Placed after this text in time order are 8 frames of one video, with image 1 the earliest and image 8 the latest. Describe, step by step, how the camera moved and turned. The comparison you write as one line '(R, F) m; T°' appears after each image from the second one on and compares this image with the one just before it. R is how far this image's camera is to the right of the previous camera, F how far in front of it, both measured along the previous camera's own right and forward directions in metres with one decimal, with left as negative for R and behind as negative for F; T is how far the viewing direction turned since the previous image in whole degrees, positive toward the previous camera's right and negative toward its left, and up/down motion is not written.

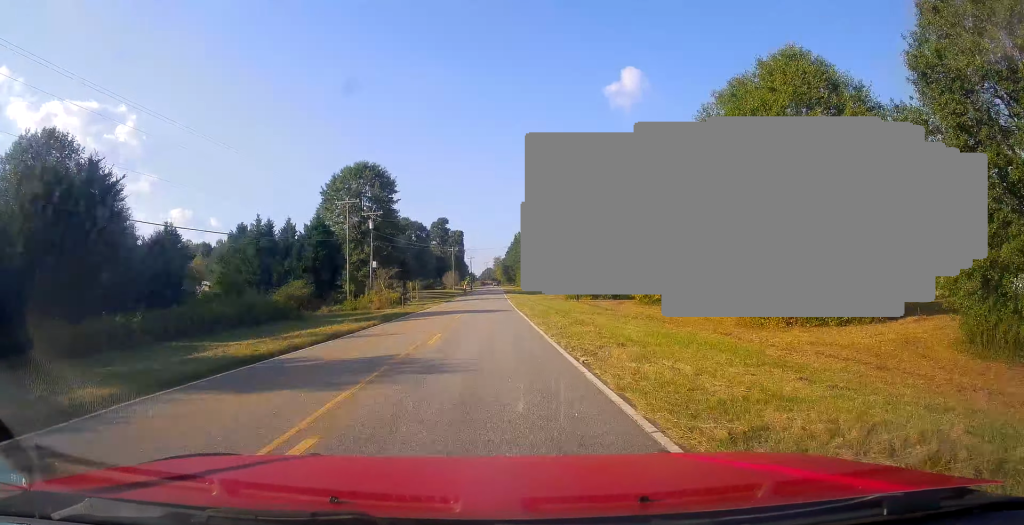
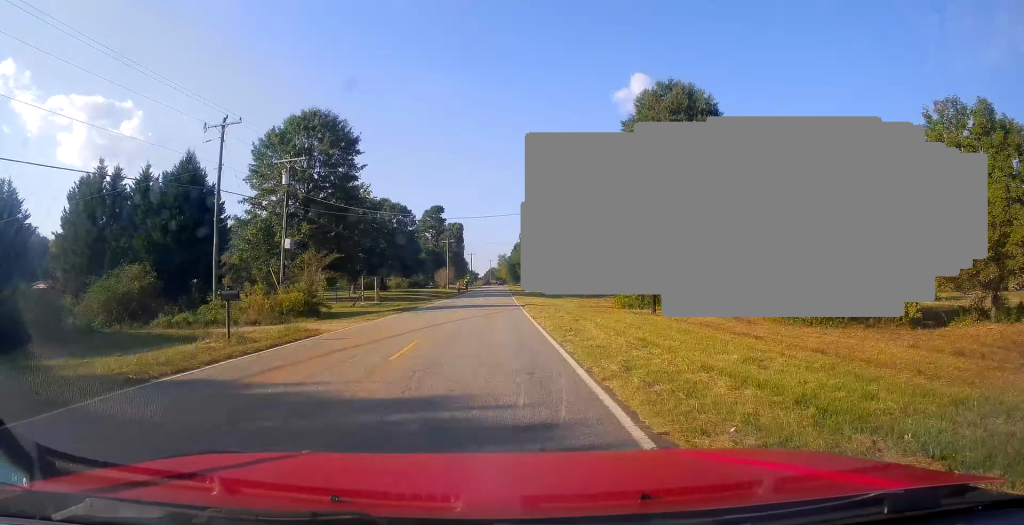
(-0.1, +28.1) m; -1°
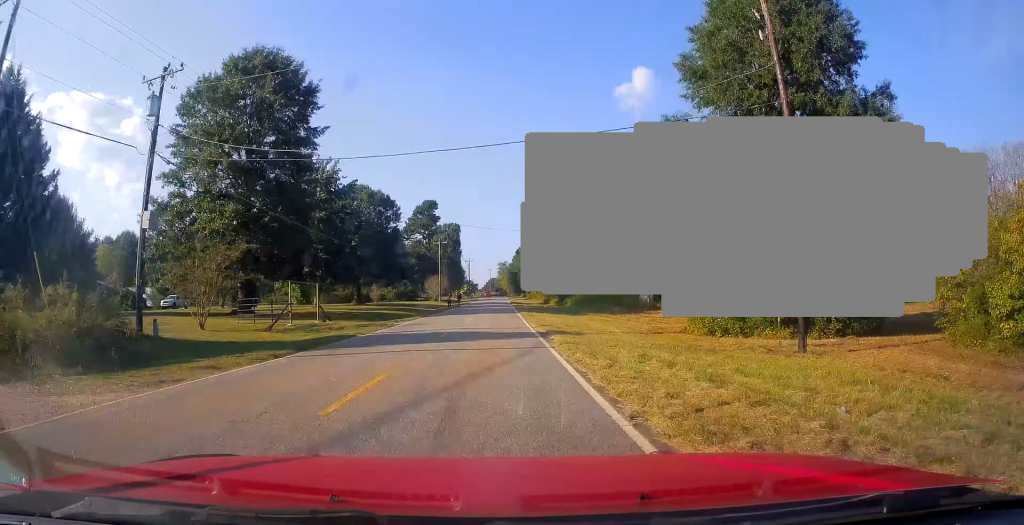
(-0.3, +16.1) m; 0°
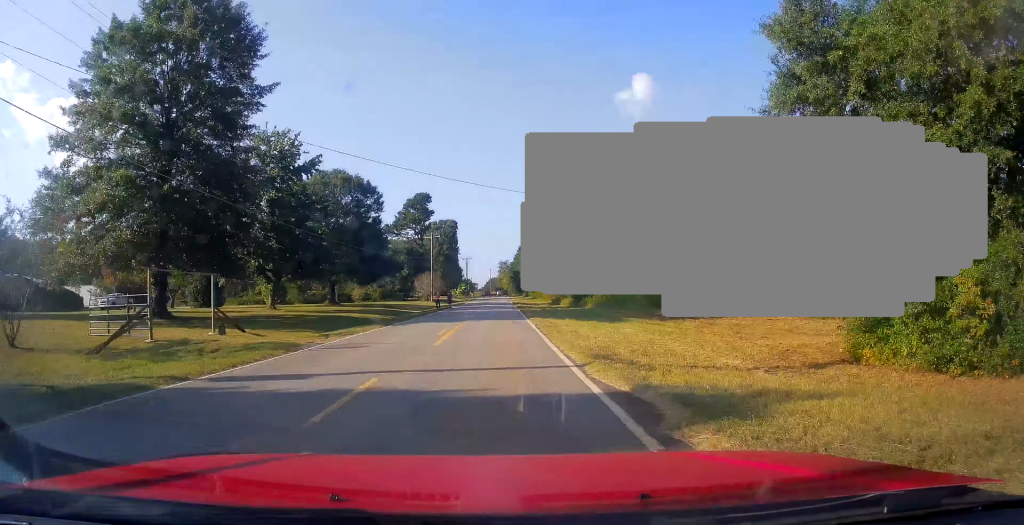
(+0.1, +13.1) m; 0°
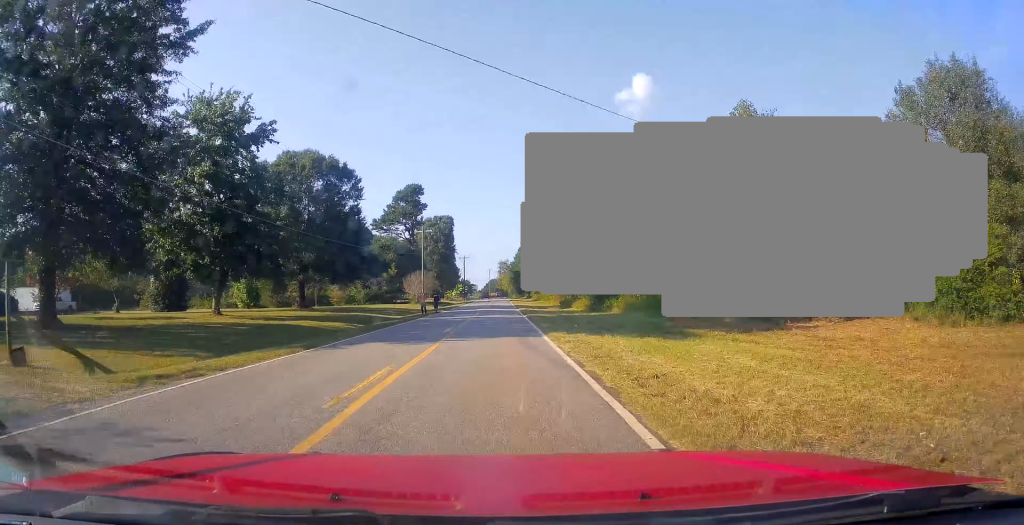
(+0.1, +10.1) m; 0°
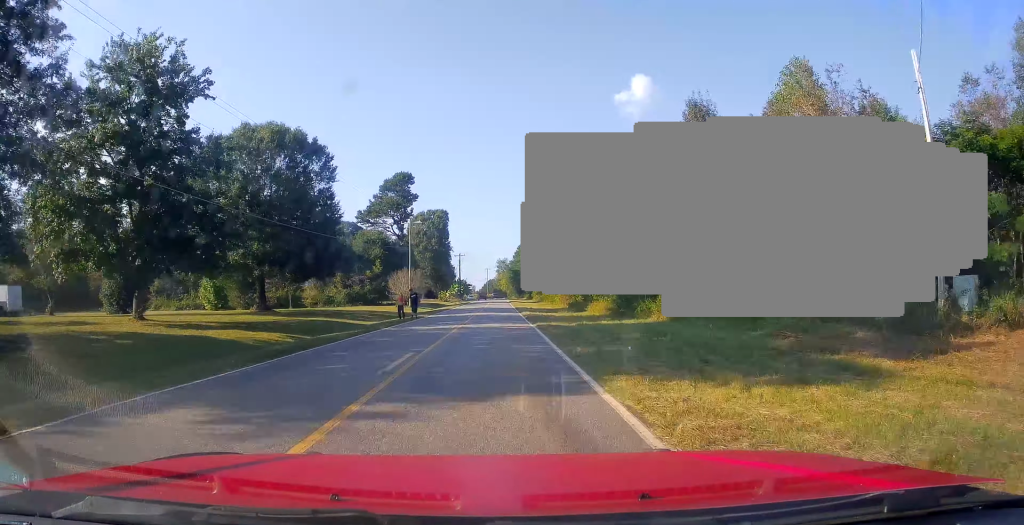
(0.0, +10.0) m; 0°
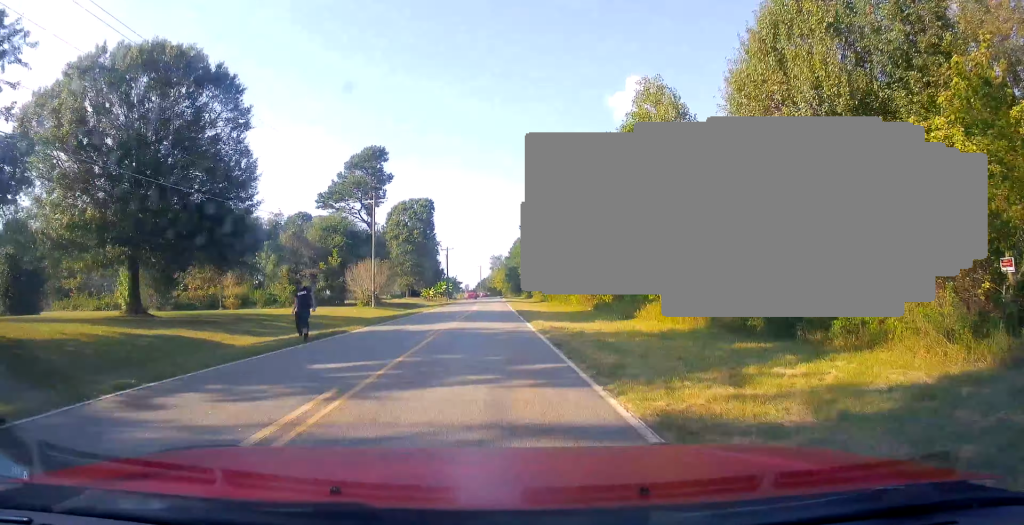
(0.0, +17.0) m; 0°
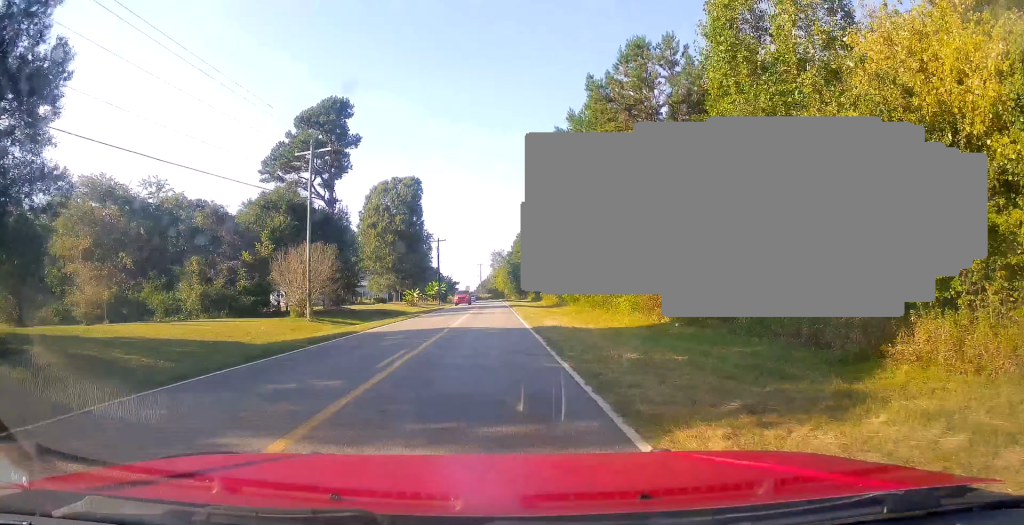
(0.0, +19.0) m; -1°
